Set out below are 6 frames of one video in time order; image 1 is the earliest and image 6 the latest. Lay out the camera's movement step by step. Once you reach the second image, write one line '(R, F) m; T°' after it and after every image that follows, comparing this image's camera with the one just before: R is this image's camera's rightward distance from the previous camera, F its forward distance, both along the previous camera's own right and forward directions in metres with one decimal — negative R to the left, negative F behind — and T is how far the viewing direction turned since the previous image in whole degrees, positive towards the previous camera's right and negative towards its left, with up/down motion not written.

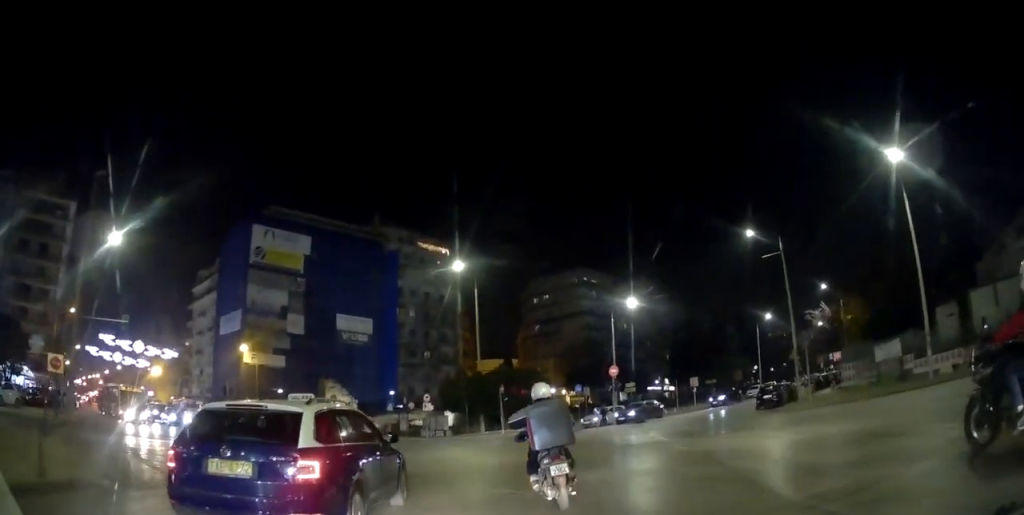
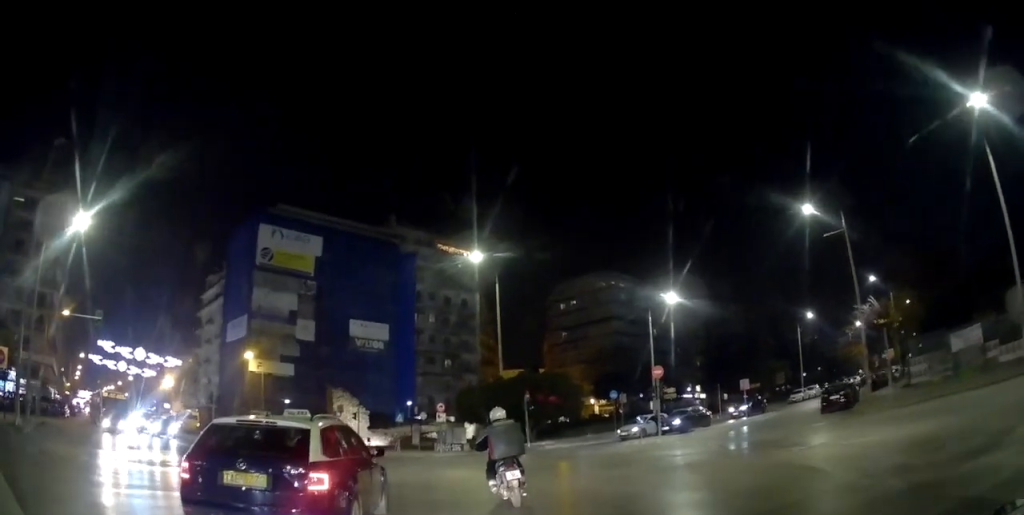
(0.0, +5.5) m; -3°
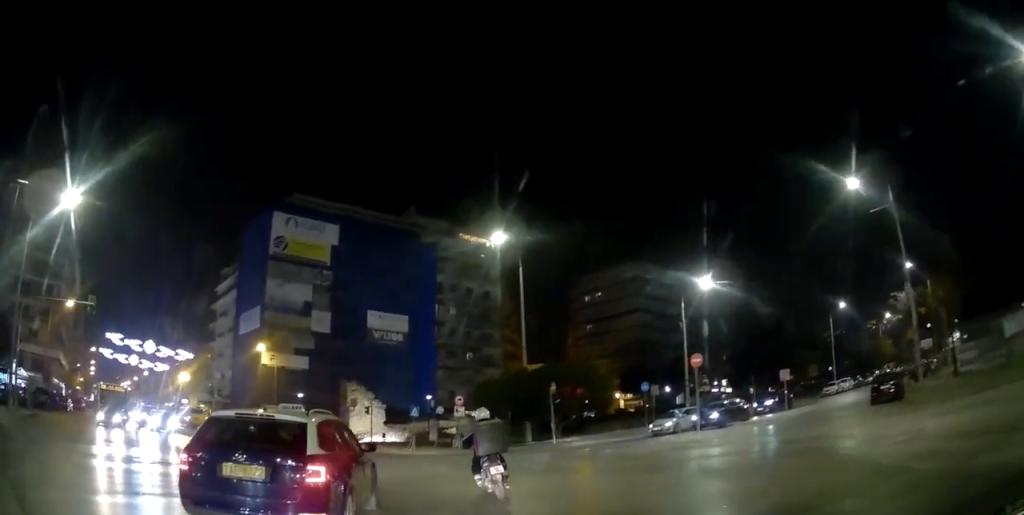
(0.0, +2.8) m; -2°
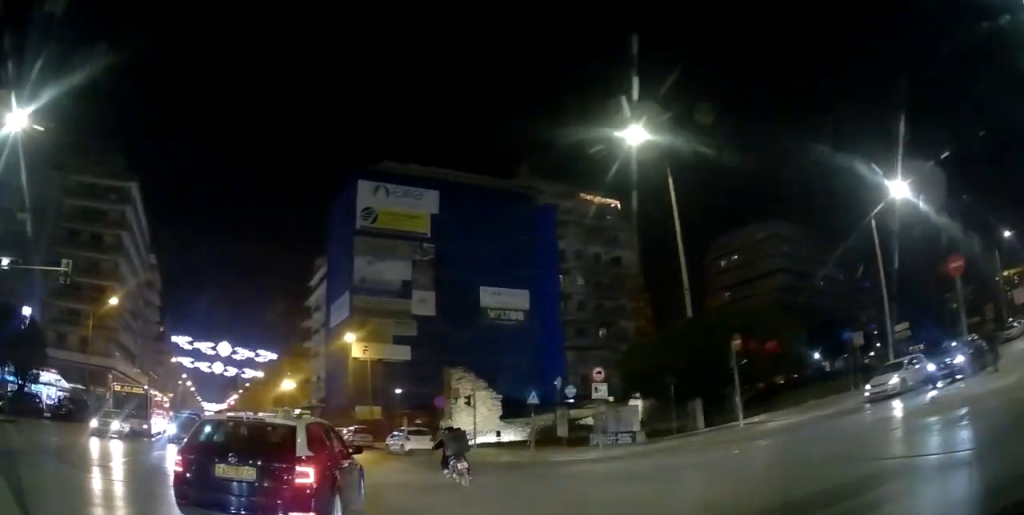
(-1.0, +11.1) m; -10°
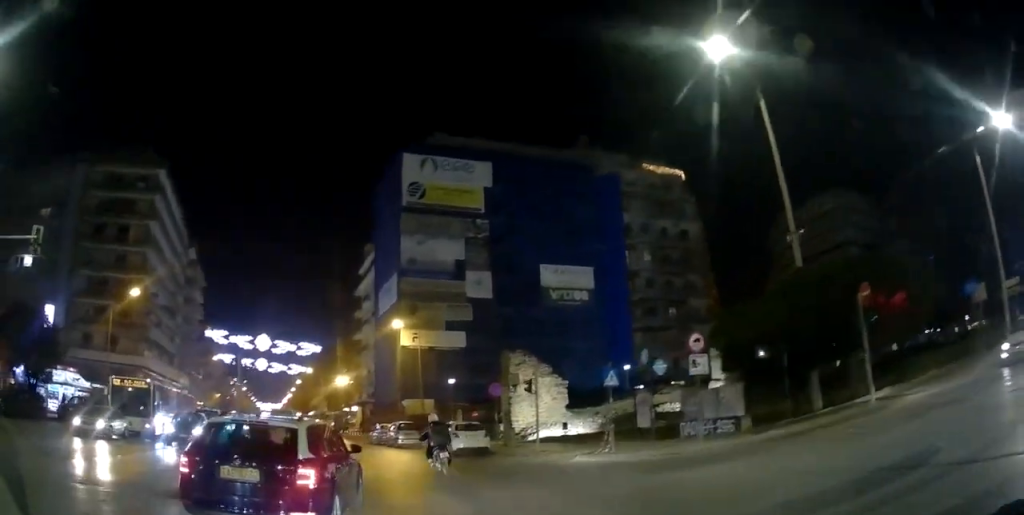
(-0.3, +5.5) m; -7°
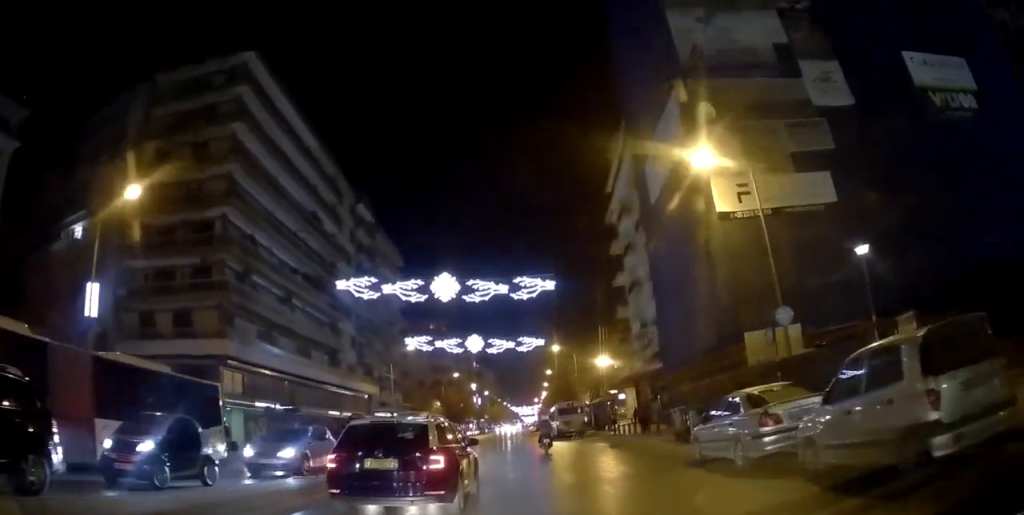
(-7.8, +27.6) m; -26°
